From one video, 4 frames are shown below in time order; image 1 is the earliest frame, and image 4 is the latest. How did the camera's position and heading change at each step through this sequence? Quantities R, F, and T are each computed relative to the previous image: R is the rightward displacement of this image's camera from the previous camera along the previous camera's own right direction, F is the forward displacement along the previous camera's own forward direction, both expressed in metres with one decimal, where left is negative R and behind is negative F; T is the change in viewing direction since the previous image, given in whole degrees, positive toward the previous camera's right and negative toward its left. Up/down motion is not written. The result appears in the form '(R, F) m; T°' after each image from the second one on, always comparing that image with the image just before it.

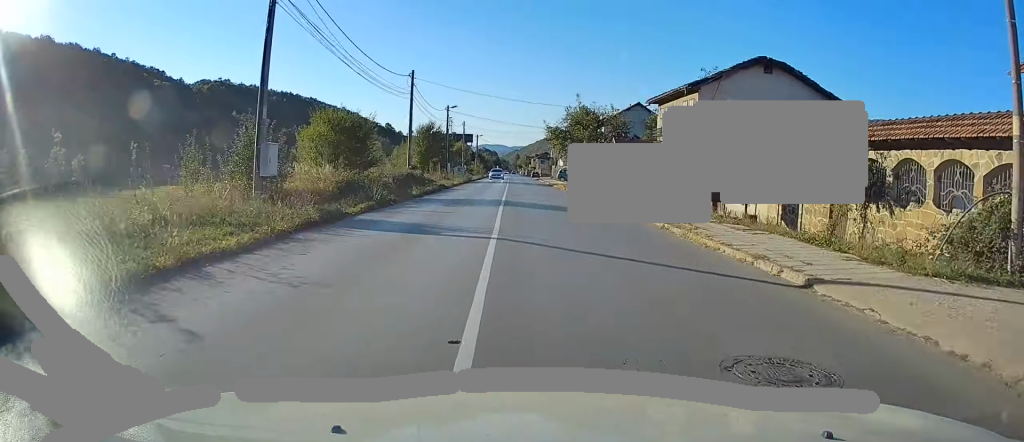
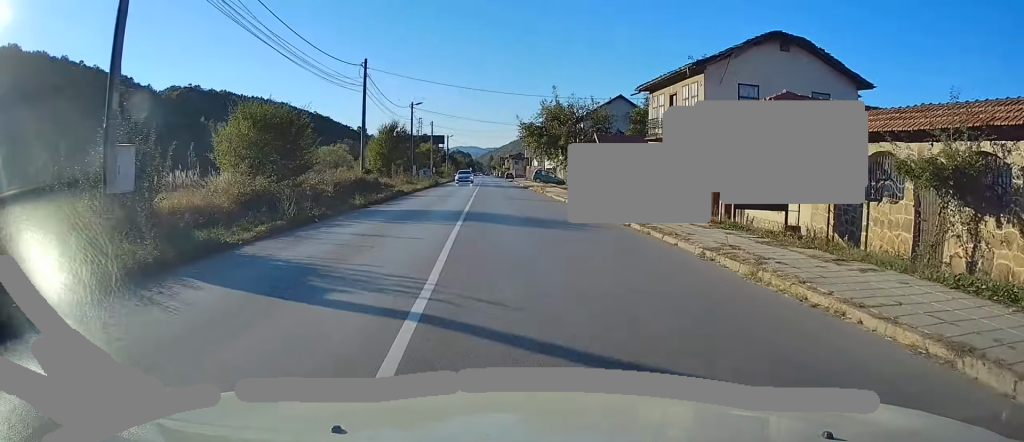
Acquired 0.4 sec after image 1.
(0.0, +5.8) m; 0°
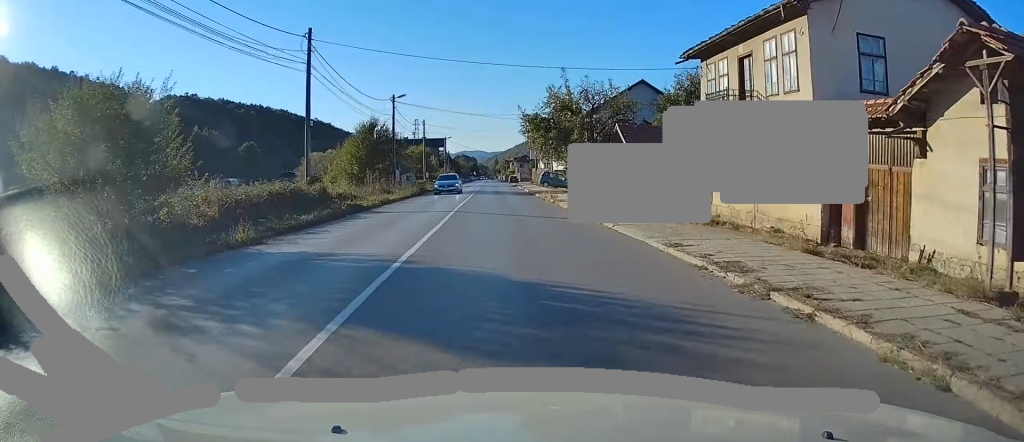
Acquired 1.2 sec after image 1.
(0.0, +10.3) m; 0°
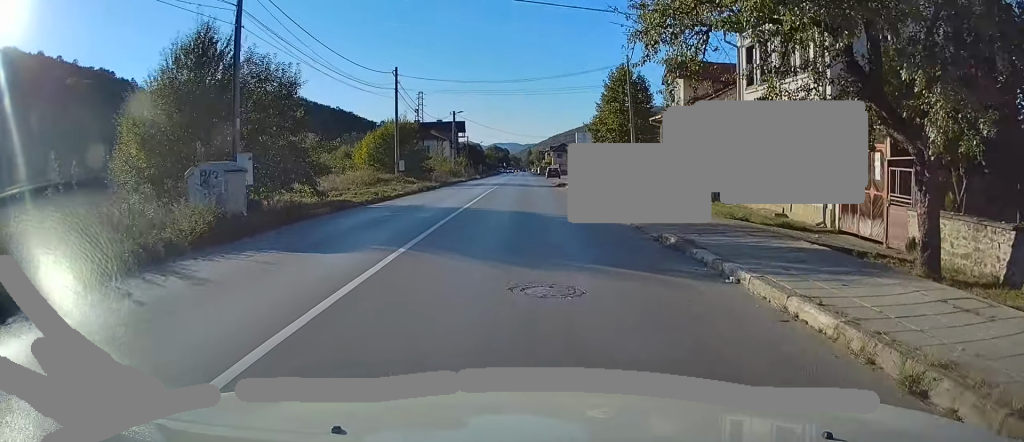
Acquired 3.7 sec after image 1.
(0.0, +34.6) m; 0°
